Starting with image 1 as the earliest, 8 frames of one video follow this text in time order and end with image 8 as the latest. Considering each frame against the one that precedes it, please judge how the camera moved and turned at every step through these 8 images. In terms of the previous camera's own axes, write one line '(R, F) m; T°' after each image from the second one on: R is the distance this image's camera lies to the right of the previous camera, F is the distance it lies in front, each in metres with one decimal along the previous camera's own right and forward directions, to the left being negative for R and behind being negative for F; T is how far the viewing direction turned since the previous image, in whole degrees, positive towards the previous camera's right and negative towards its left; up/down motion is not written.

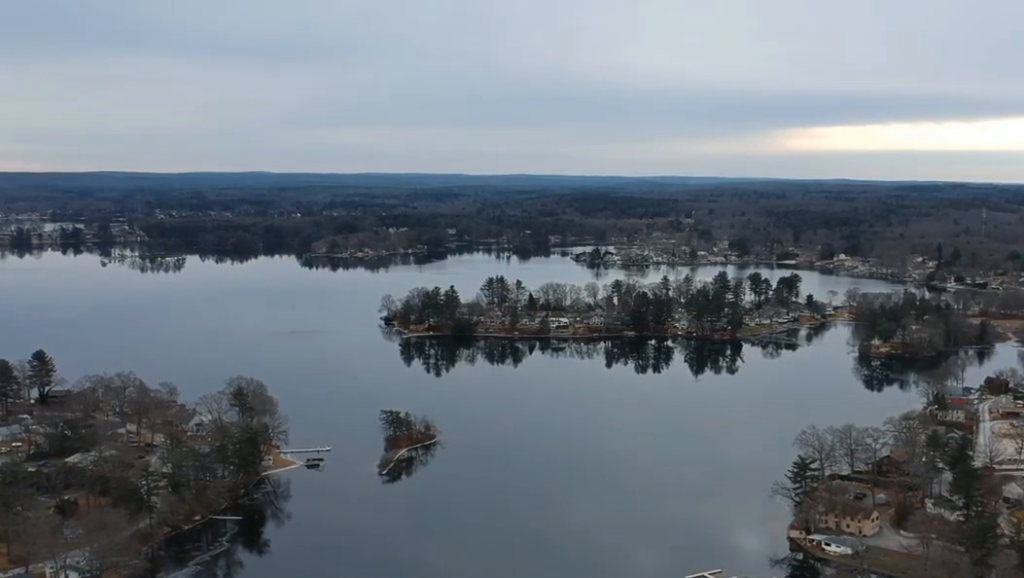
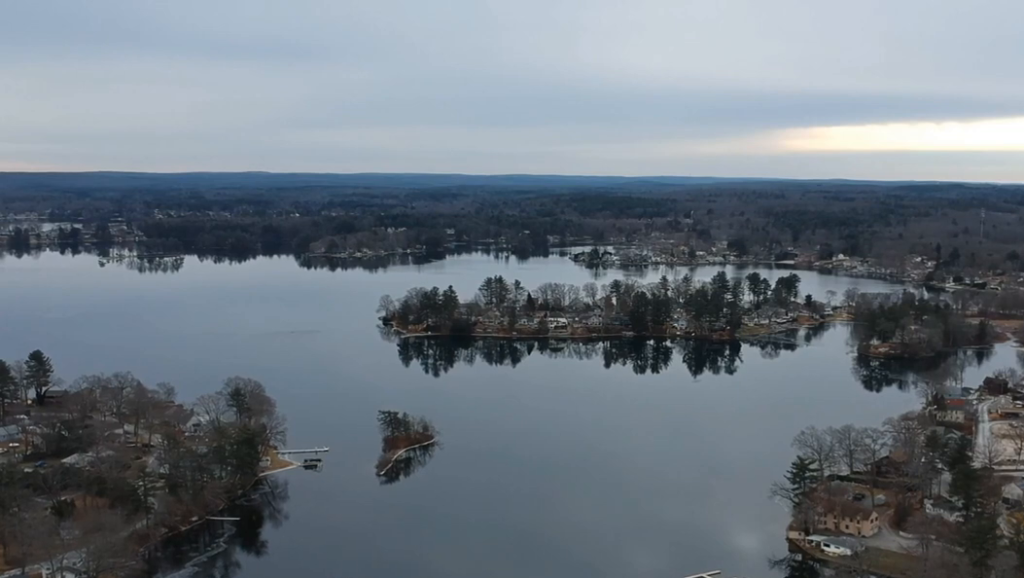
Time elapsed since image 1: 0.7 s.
(0.0, +1.0) m; 0°
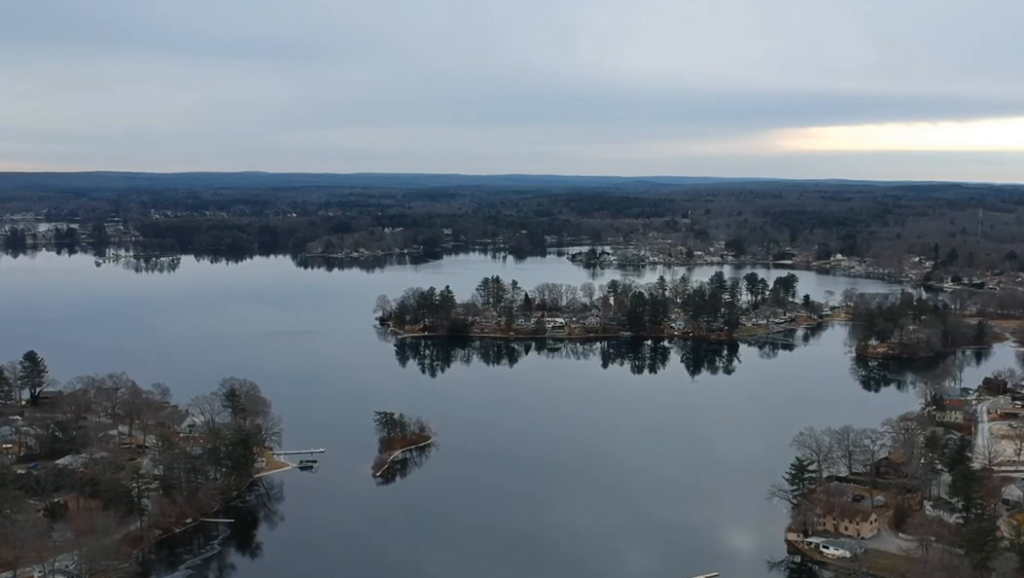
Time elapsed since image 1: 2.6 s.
(-0.1, +2.8) m; 0°
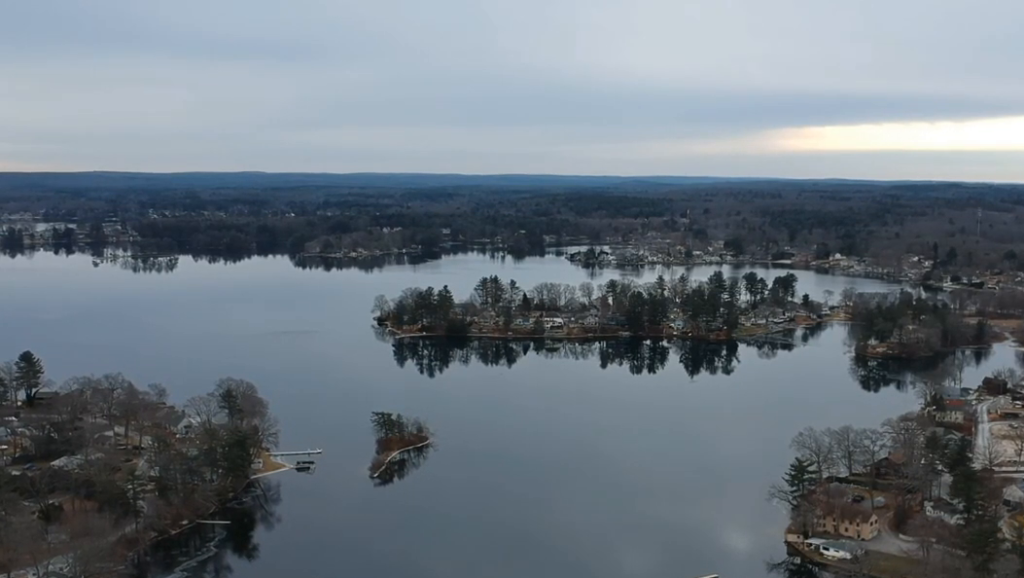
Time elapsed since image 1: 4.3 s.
(0.0, +2.5) m; +1°
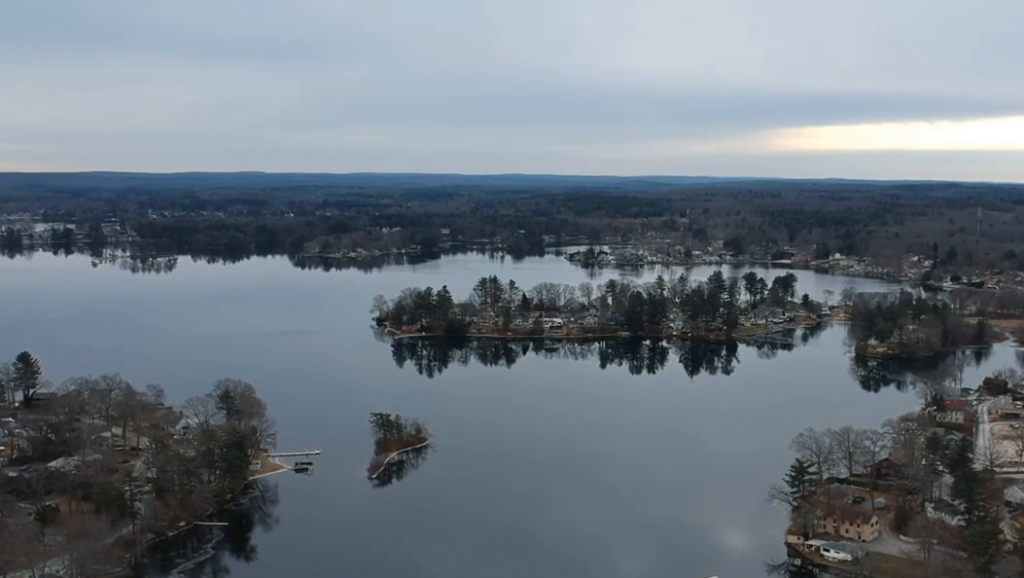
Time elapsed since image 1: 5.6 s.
(0.0, +1.8) m; +1°
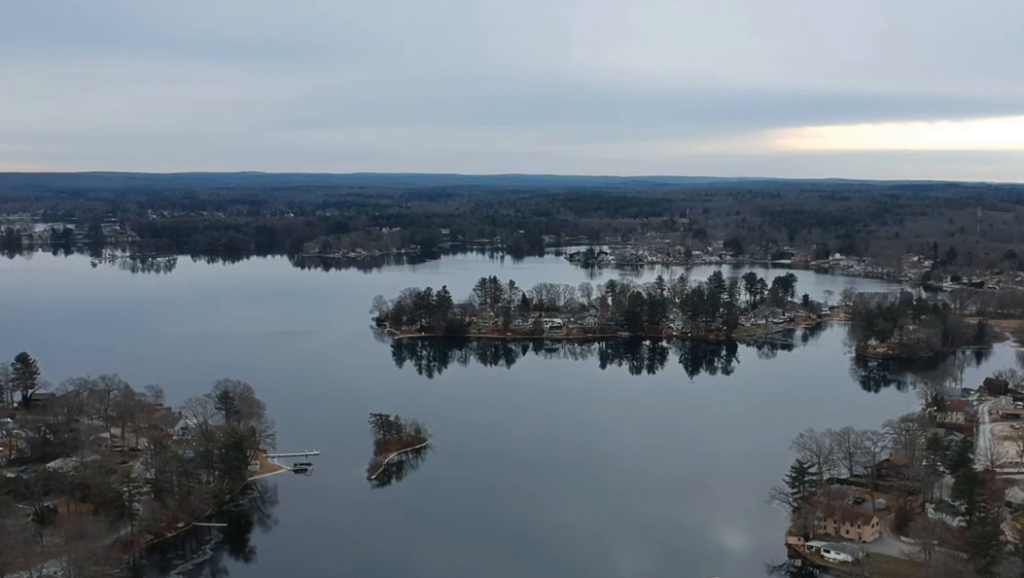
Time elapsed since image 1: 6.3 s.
(0.0, +1.1) m; -1°
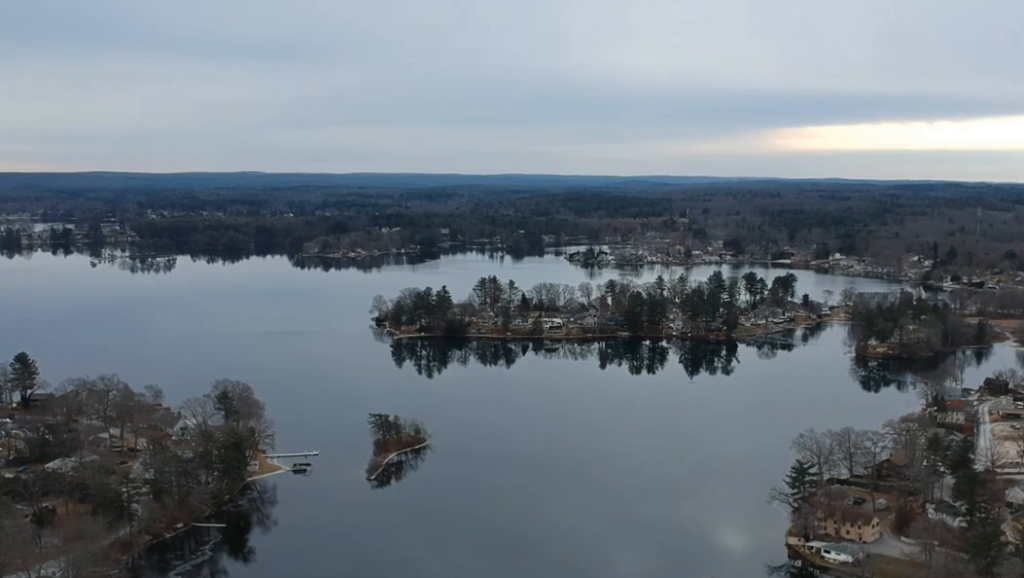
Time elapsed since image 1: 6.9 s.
(0.0, +0.8) m; -1°
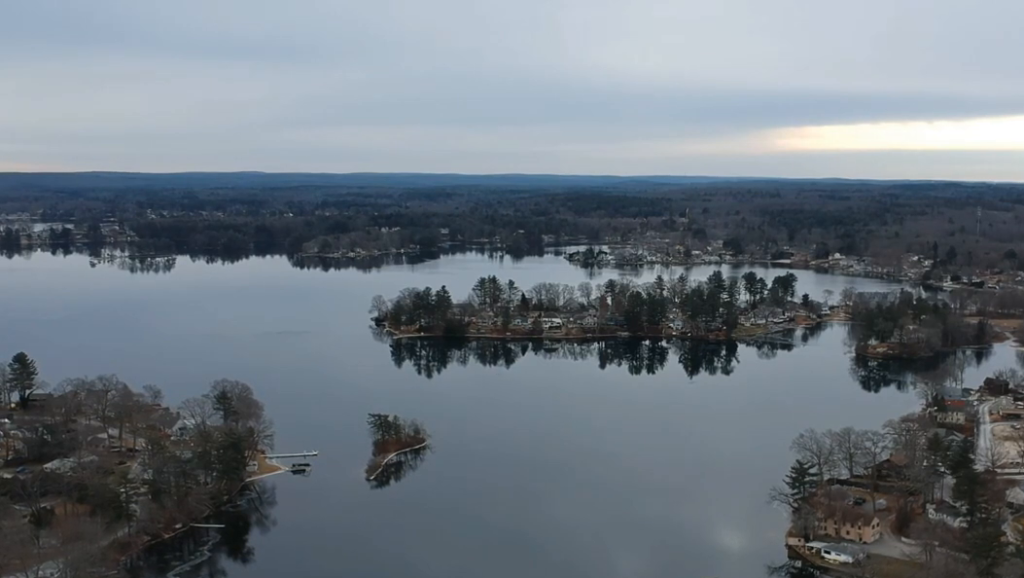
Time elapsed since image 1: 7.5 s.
(0.0, +0.9) m; 0°
